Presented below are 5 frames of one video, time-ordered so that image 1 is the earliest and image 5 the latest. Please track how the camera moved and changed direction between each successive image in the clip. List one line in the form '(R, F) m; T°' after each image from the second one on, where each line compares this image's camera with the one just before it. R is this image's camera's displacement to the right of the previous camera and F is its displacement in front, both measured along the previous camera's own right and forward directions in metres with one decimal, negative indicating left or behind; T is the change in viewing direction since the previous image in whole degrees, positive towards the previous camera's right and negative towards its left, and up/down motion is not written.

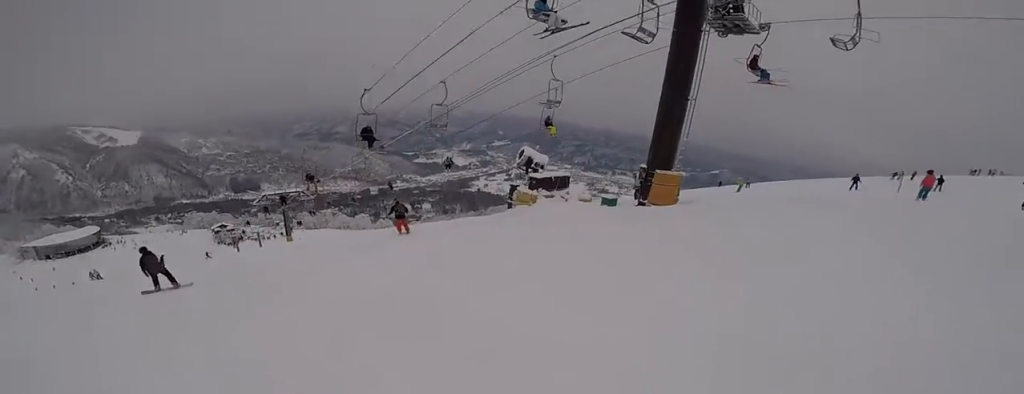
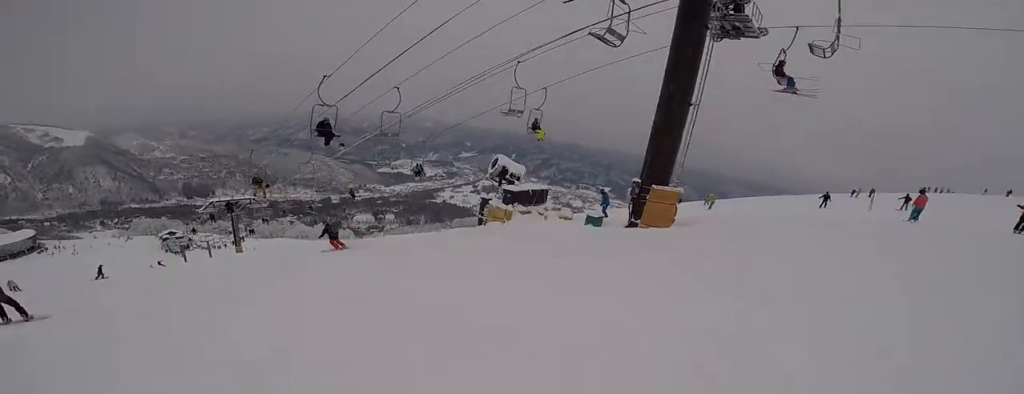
(-0.2, +2.1) m; -1°
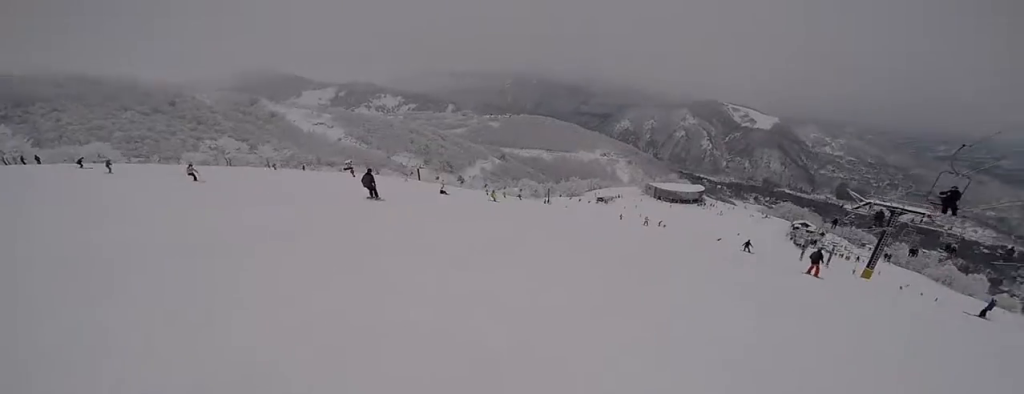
(-7.9, +13.1) m; -41°
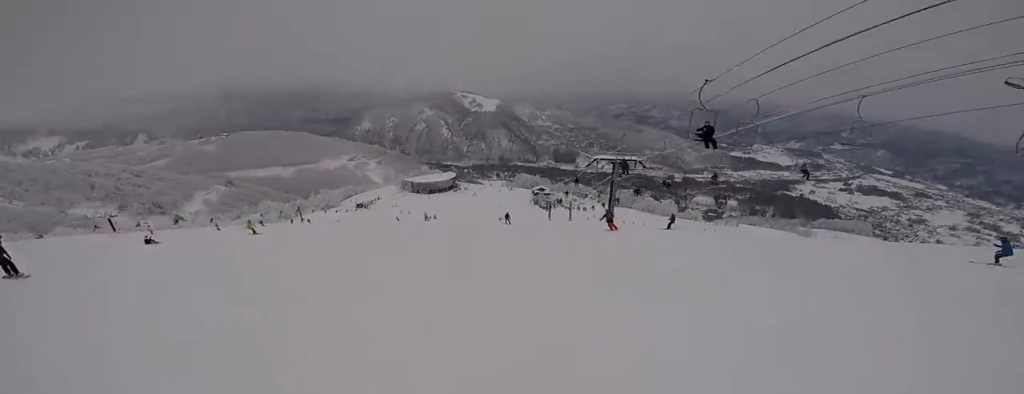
(0.0, +3.4) m; +20°
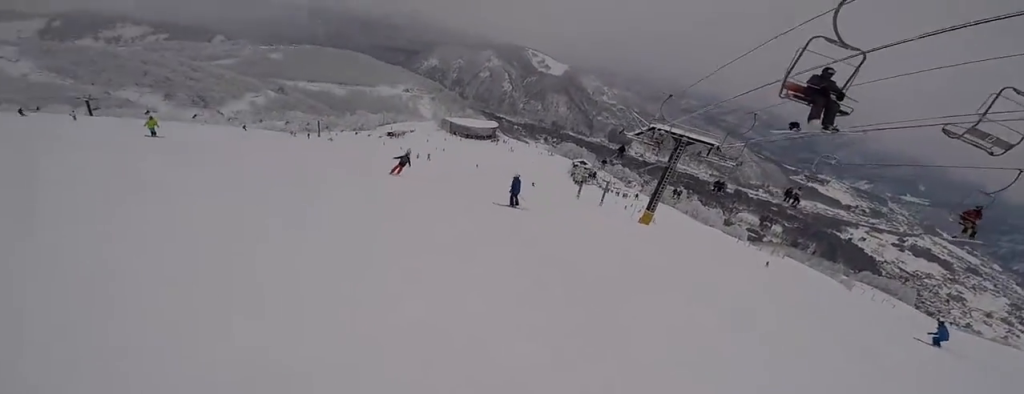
(+3.2, +14.8) m; -15°
